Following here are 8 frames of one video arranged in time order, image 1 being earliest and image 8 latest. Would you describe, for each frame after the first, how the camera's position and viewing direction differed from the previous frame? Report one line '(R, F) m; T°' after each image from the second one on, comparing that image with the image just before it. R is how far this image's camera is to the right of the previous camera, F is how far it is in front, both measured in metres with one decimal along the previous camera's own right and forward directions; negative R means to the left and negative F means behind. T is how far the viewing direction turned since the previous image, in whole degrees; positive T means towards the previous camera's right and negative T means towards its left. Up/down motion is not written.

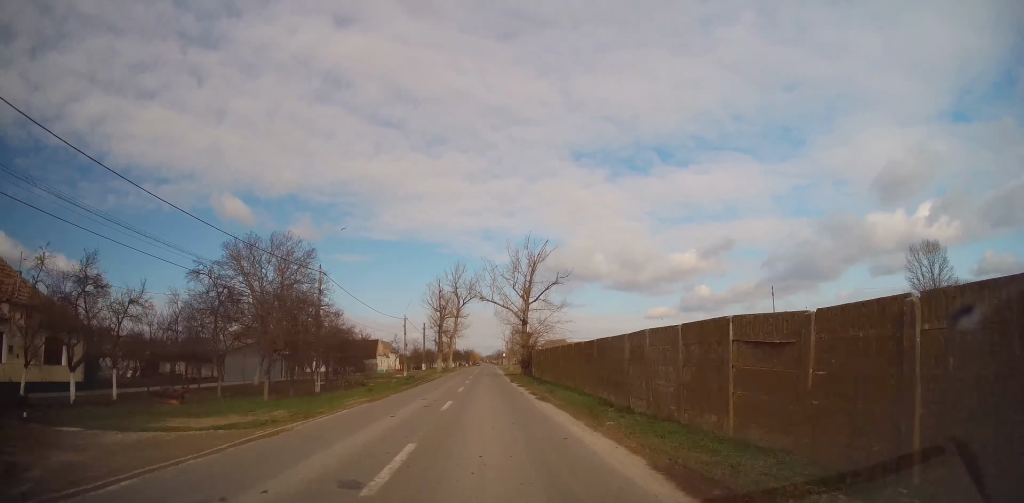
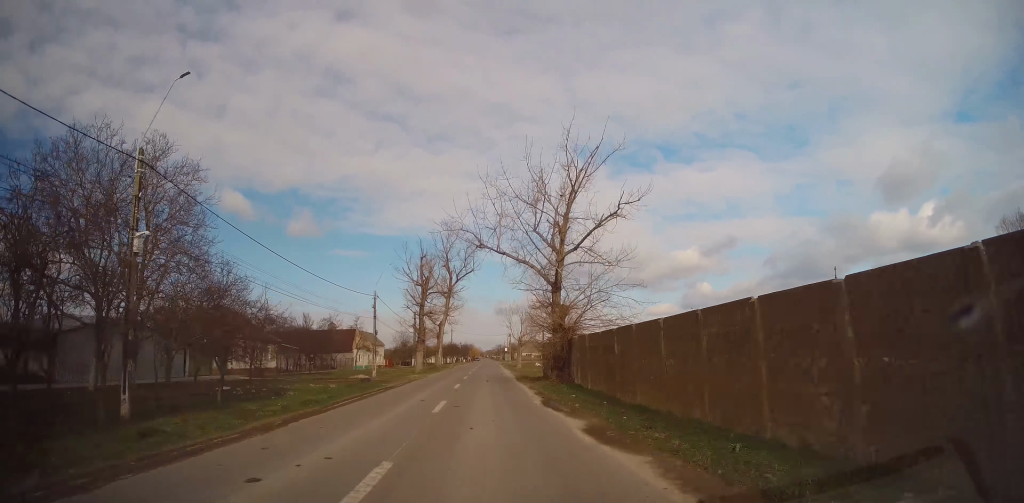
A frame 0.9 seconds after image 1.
(-0.2, +19.2) m; 0°
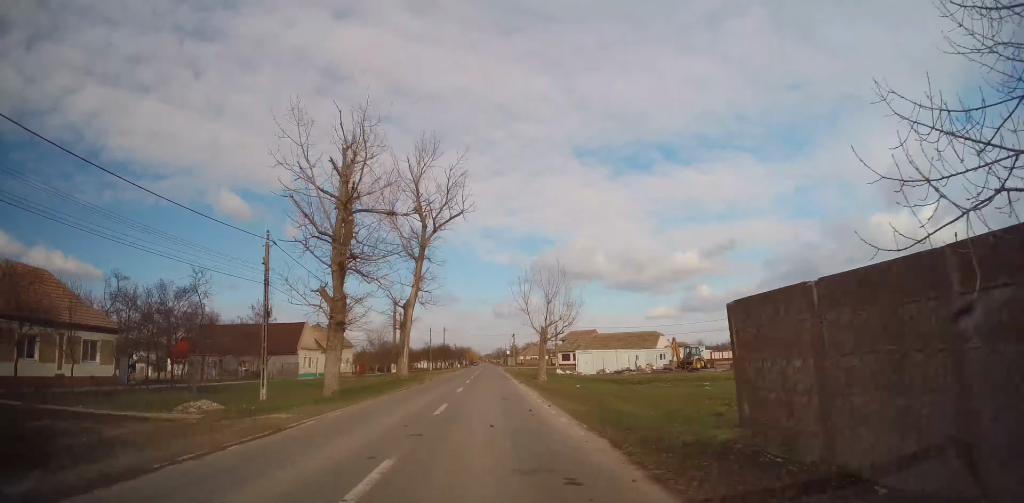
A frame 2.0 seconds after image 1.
(+0.1, +25.2) m; +1°
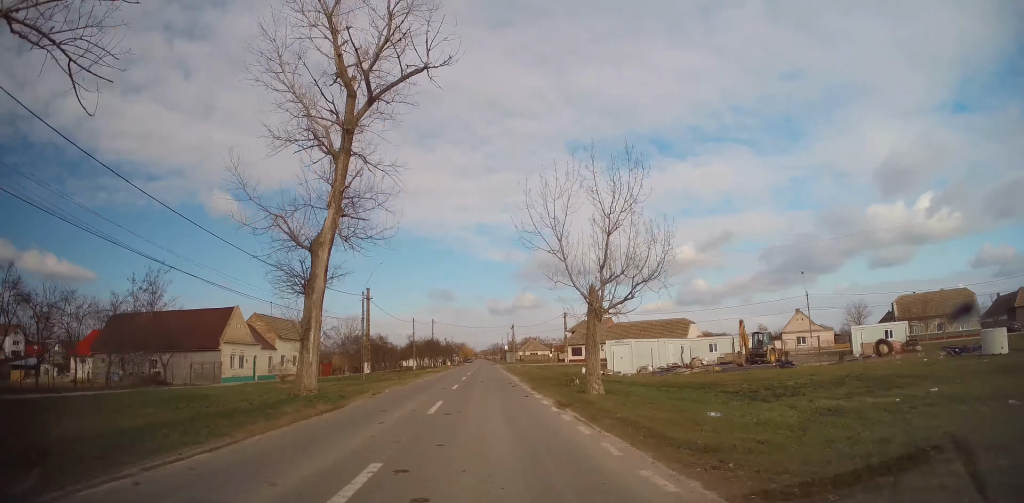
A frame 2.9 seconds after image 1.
(+0.3, +17.1) m; 0°
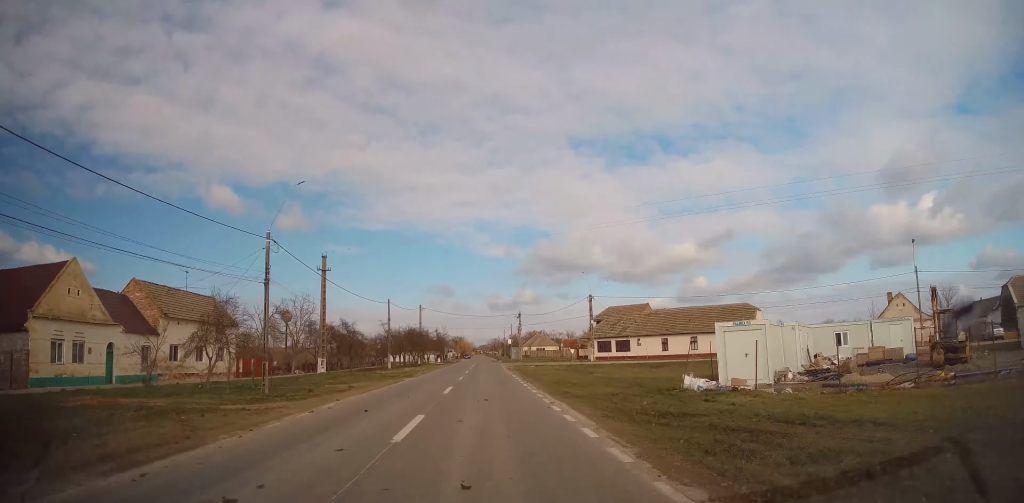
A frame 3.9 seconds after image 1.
(-0.2, +20.5) m; -1°
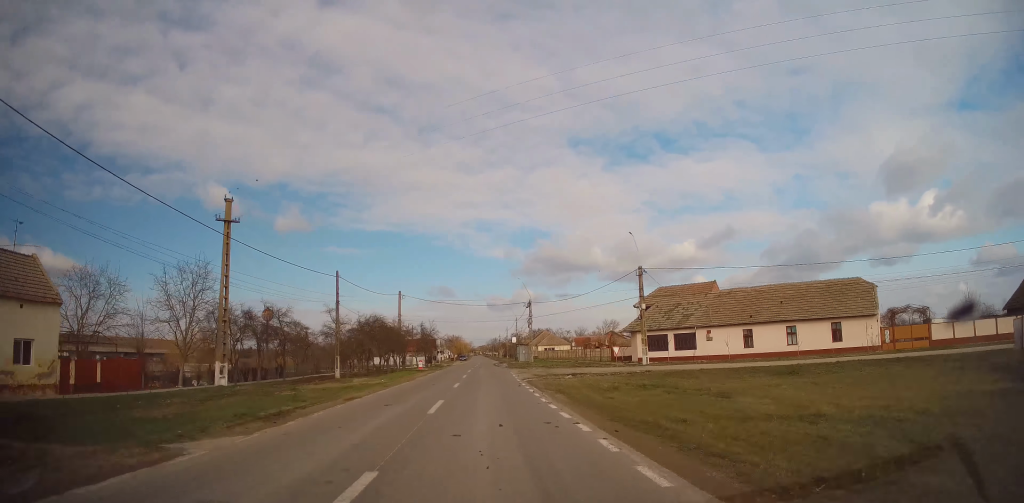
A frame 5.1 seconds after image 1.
(+0.1, +21.6) m; 0°
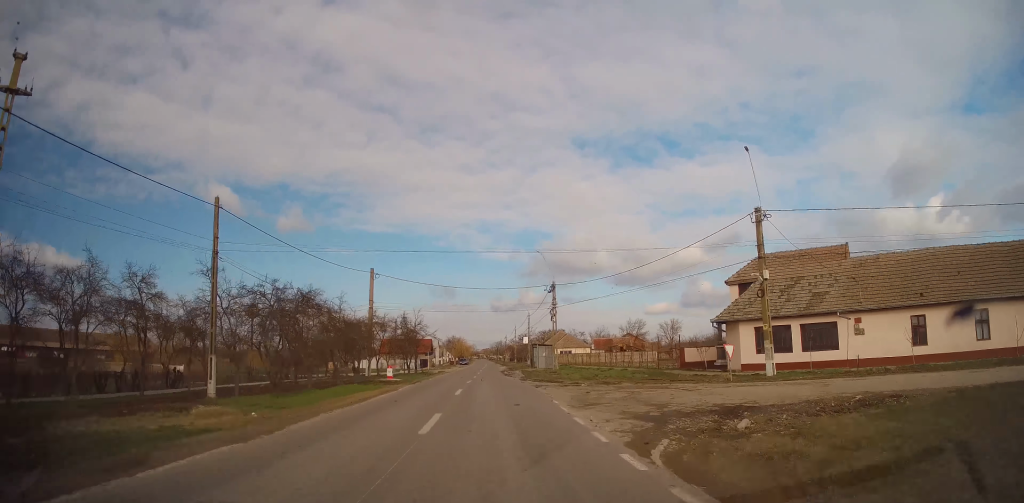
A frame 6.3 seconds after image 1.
(-0.2, +19.5) m; 0°
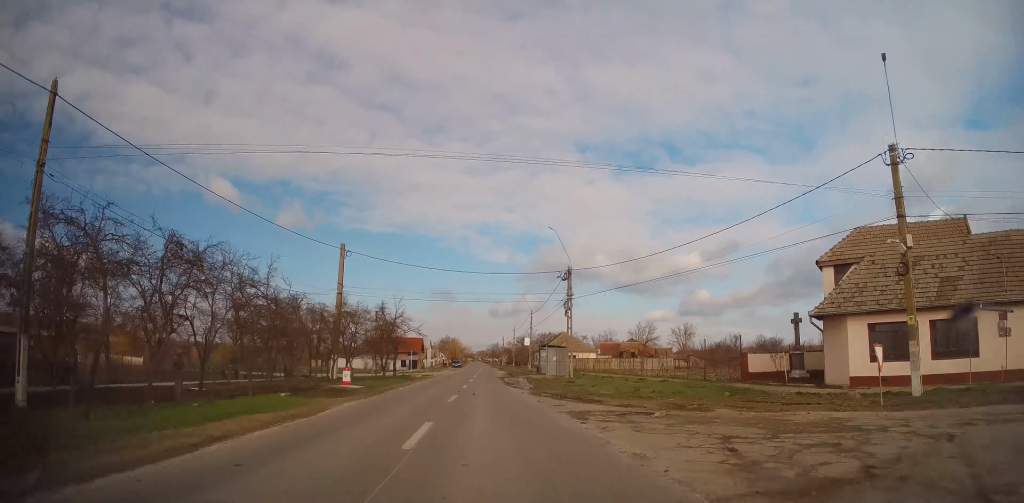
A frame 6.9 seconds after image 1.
(+0.2, +9.8) m; +1°
